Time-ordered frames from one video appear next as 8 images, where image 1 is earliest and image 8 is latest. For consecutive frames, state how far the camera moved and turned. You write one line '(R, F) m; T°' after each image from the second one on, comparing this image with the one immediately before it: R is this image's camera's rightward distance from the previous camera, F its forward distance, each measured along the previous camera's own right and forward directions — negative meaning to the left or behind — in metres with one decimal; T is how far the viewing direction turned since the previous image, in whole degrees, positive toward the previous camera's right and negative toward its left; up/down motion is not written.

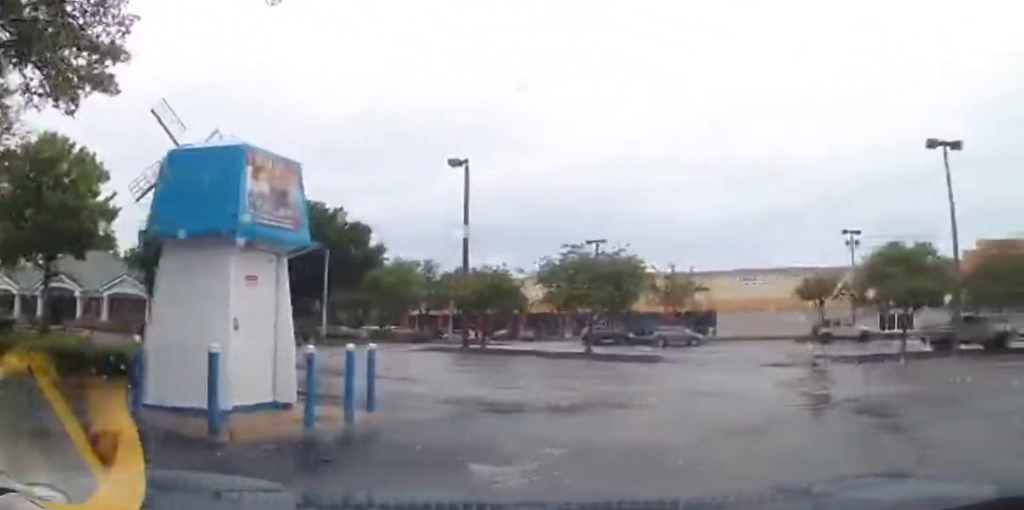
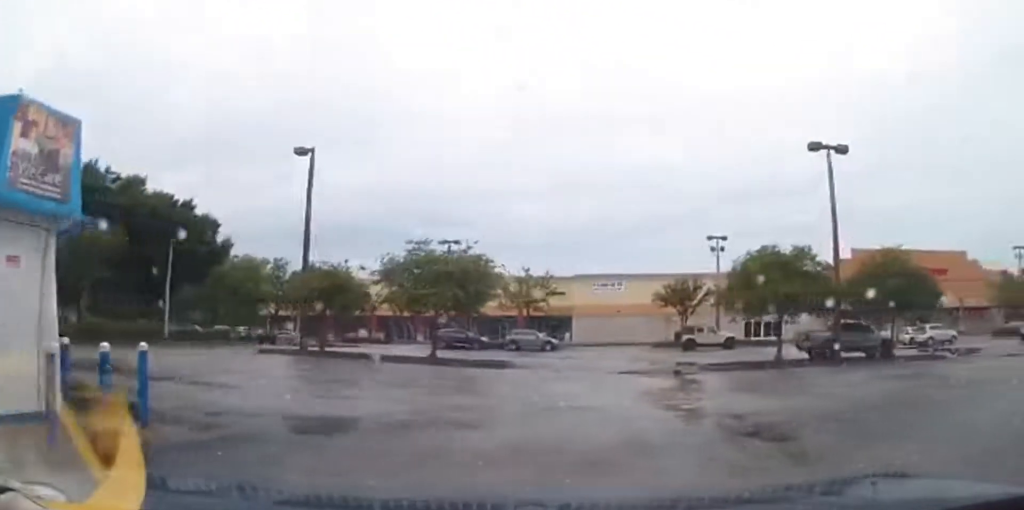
(+0.1, +1.4) m; +20°
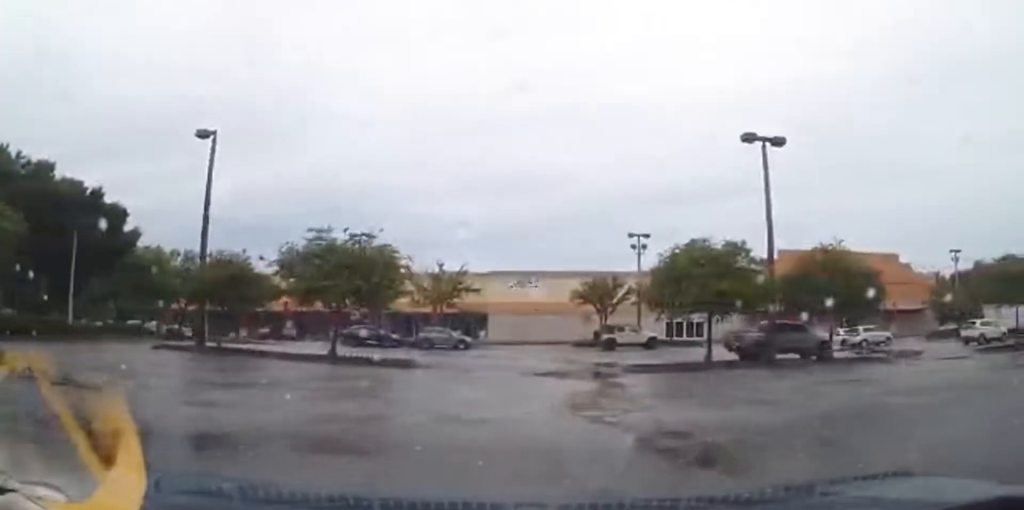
(+0.2, +1.2) m; +13°
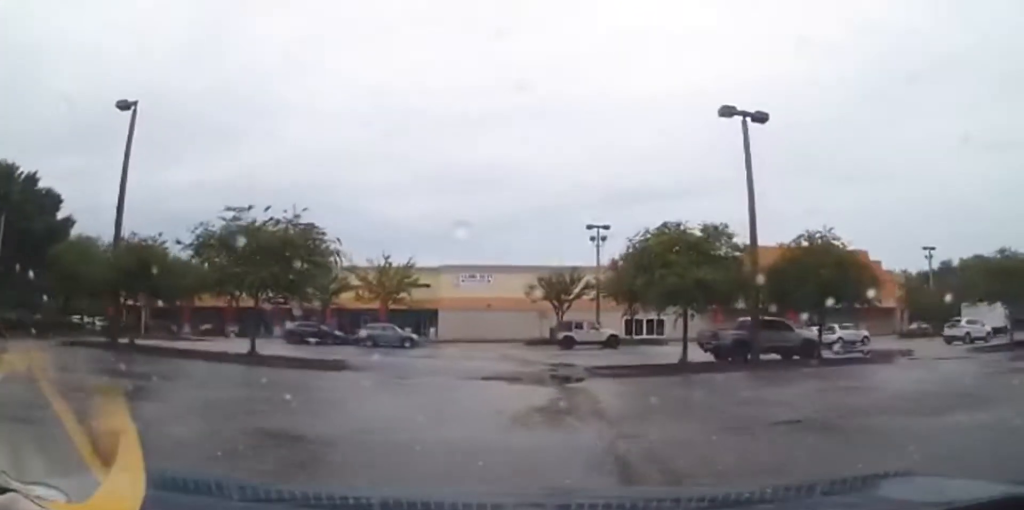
(+0.5, +2.0) m; +13°
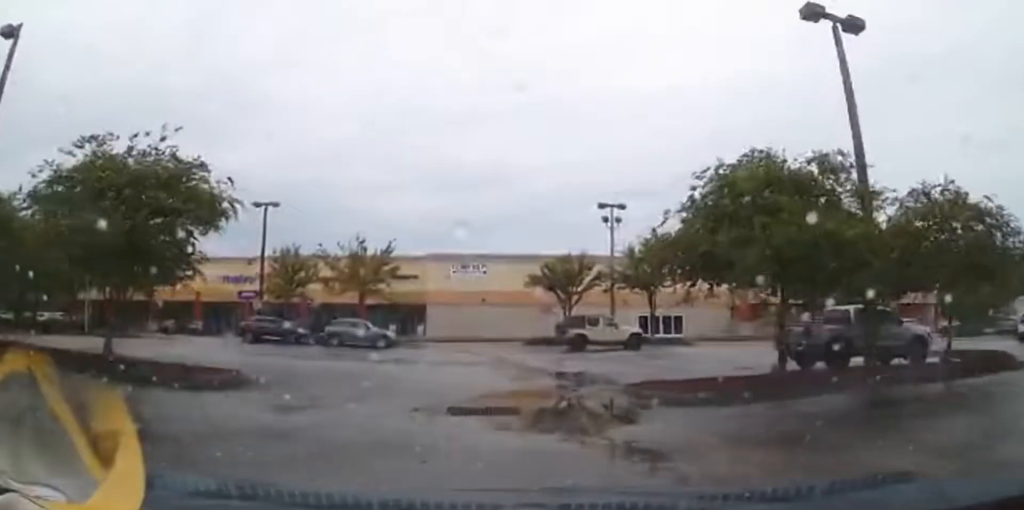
(+0.5, +6.1) m; +6°
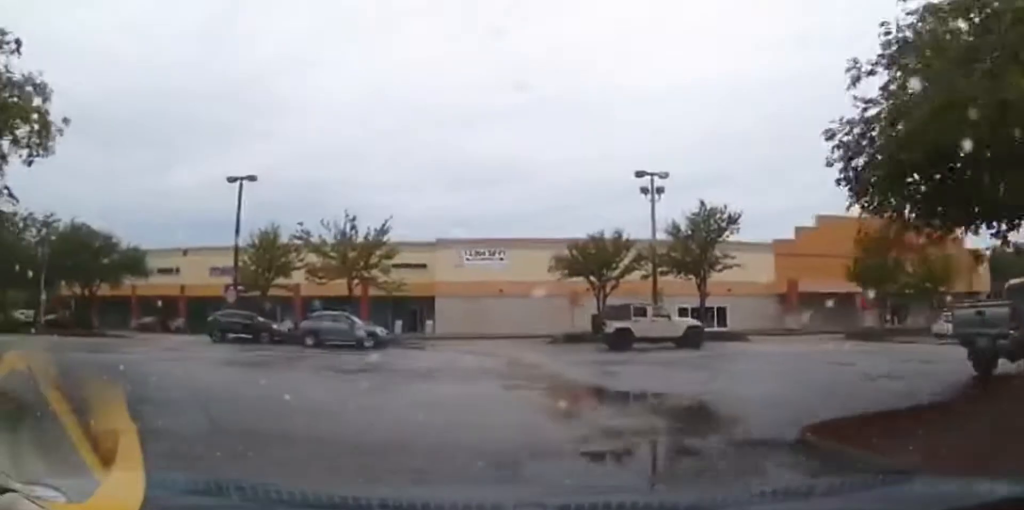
(-0.4, +6.7) m; -8°
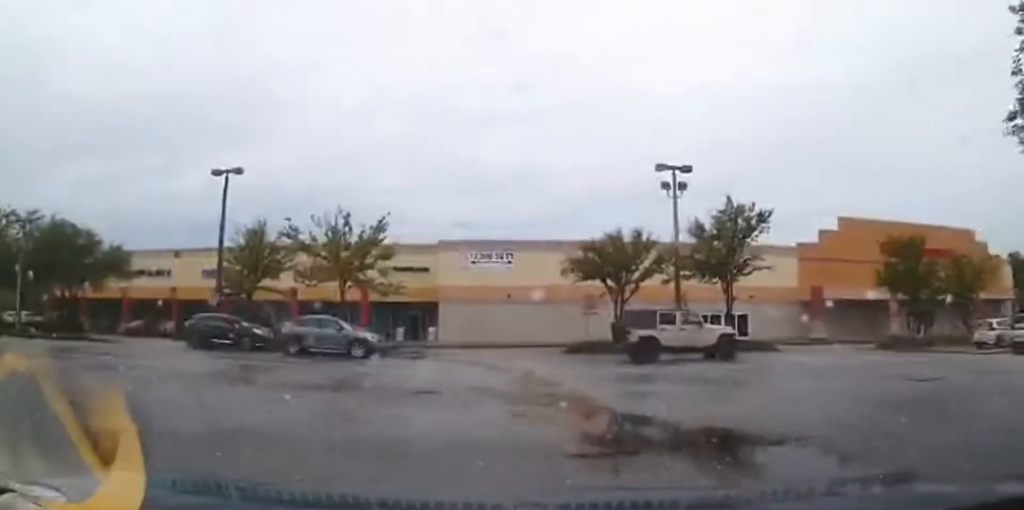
(-0.2, +3.2) m; -2°
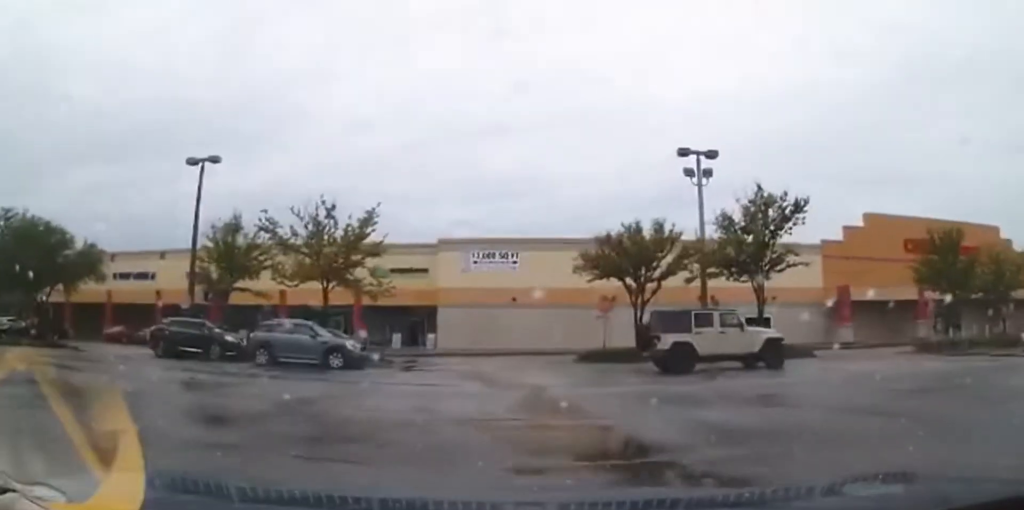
(+0.2, +3.7) m; +3°
